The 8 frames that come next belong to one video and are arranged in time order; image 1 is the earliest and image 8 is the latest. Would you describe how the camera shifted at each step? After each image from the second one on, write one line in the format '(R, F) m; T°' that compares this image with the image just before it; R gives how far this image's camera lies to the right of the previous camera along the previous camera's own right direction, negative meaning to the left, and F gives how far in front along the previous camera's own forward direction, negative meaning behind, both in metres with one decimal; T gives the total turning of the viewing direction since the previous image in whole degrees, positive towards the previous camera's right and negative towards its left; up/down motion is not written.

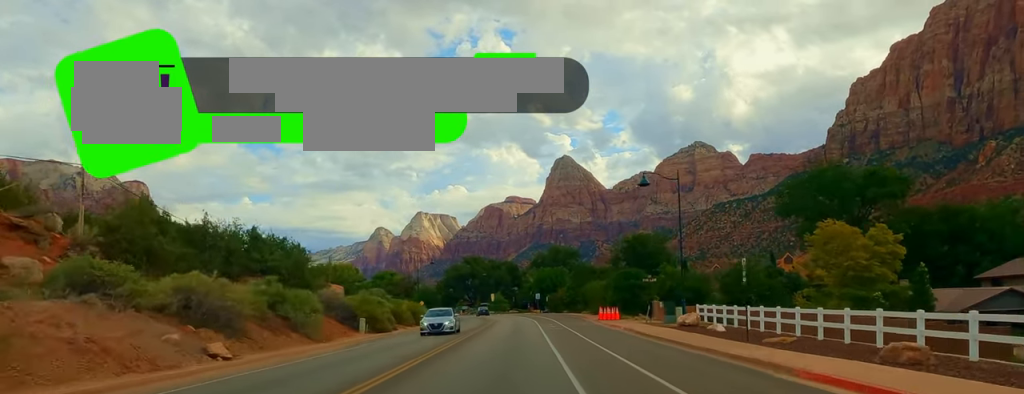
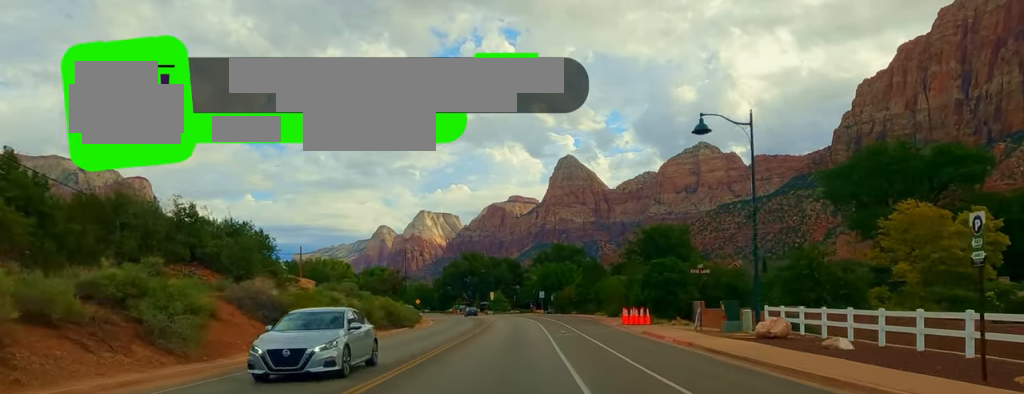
(-0.3, +12.6) m; 0°
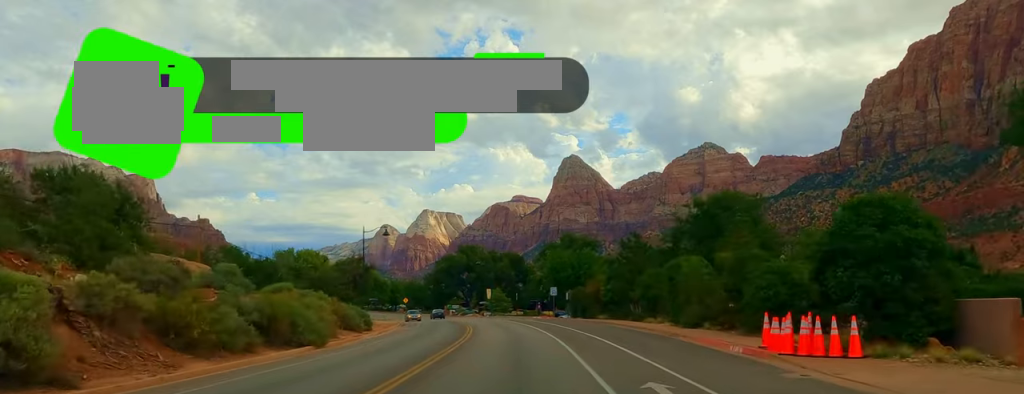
(+0.1, +25.3) m; -1°
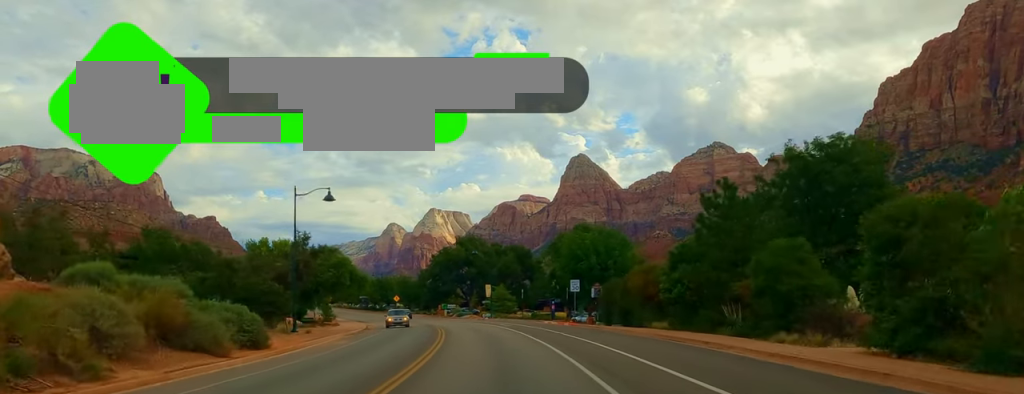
(+0.4, +20.6) m; -2°
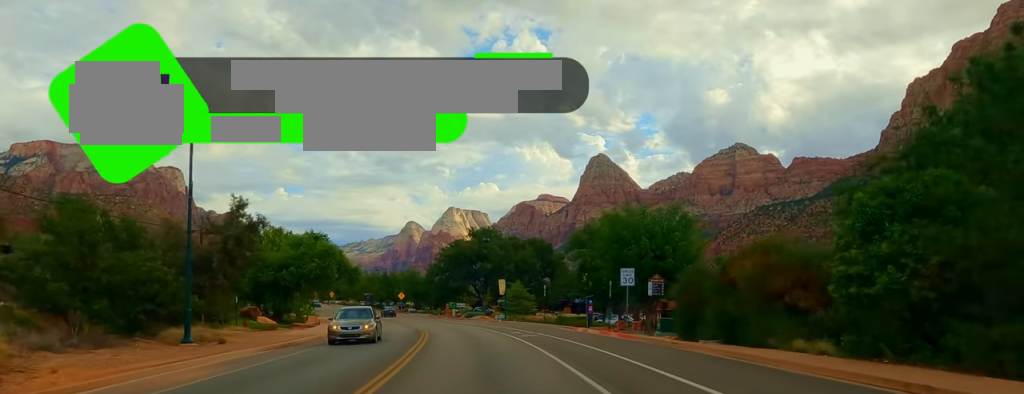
(-0.7, +15.8) m; -3°
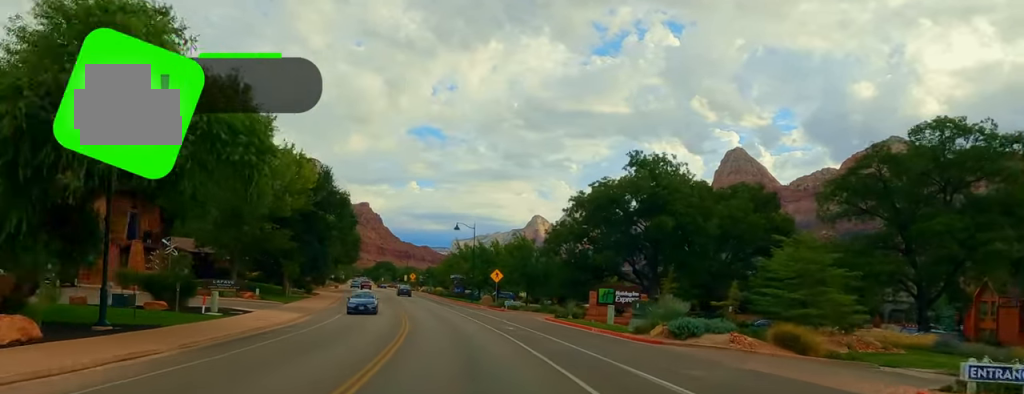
(-5.5, +64.6) m; -10°
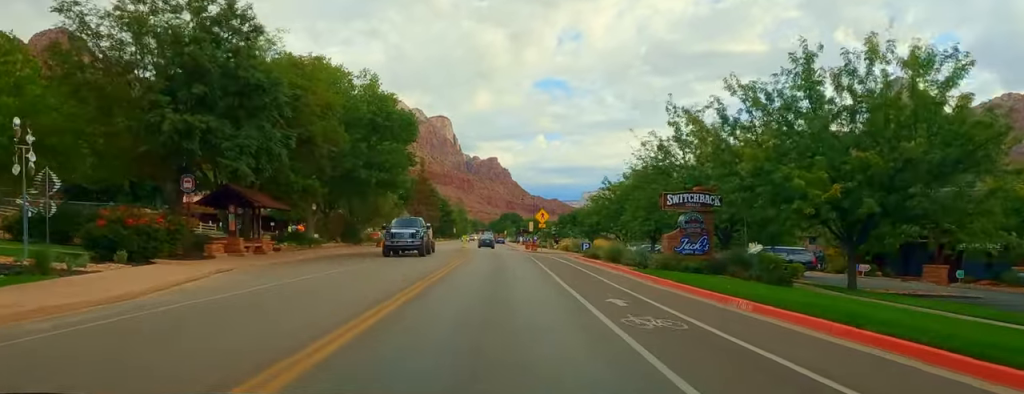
(-6.3, +75.2) m; -5°
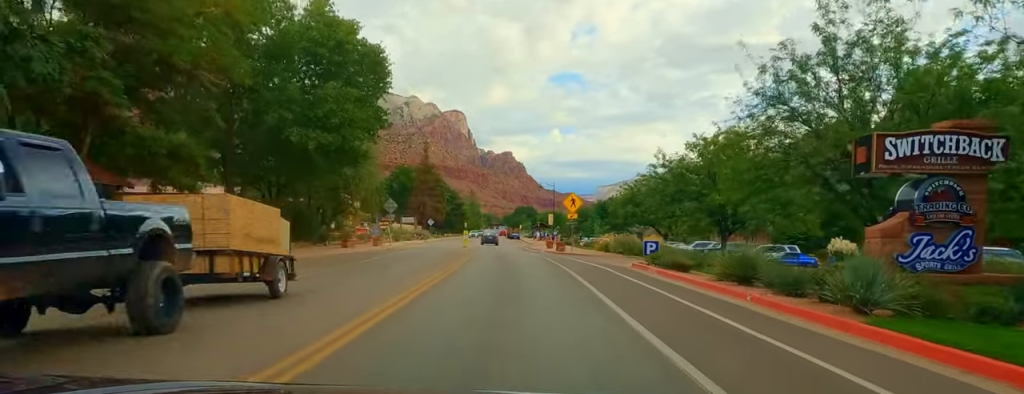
(0.0, +17.3) m; 0°
